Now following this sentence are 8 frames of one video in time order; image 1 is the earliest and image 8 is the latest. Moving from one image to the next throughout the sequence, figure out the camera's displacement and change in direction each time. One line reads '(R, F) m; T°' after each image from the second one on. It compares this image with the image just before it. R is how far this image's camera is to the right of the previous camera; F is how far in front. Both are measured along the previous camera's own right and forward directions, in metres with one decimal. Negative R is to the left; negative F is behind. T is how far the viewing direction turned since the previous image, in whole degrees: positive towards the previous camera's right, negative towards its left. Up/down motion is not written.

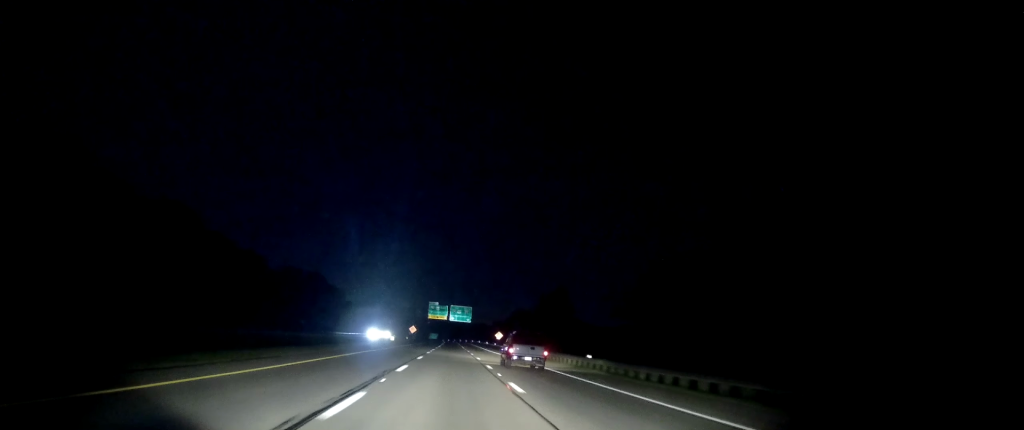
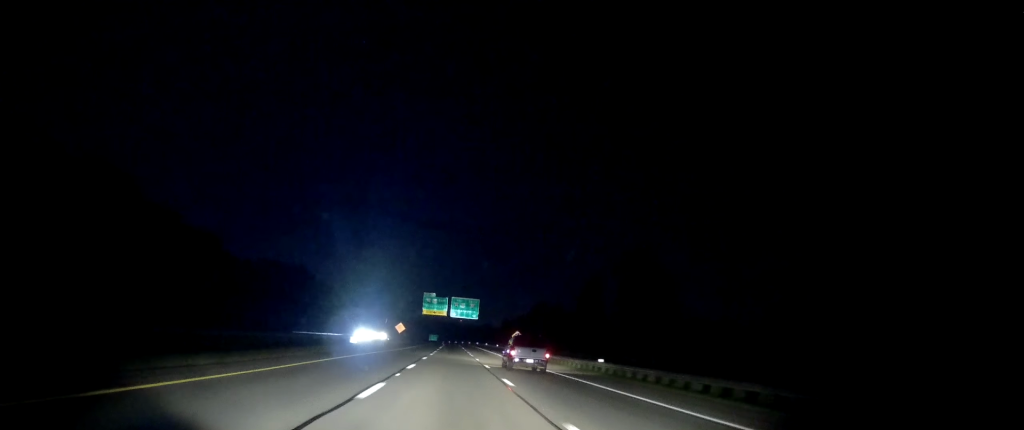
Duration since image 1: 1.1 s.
(+0.2, +33.4) m; -1°
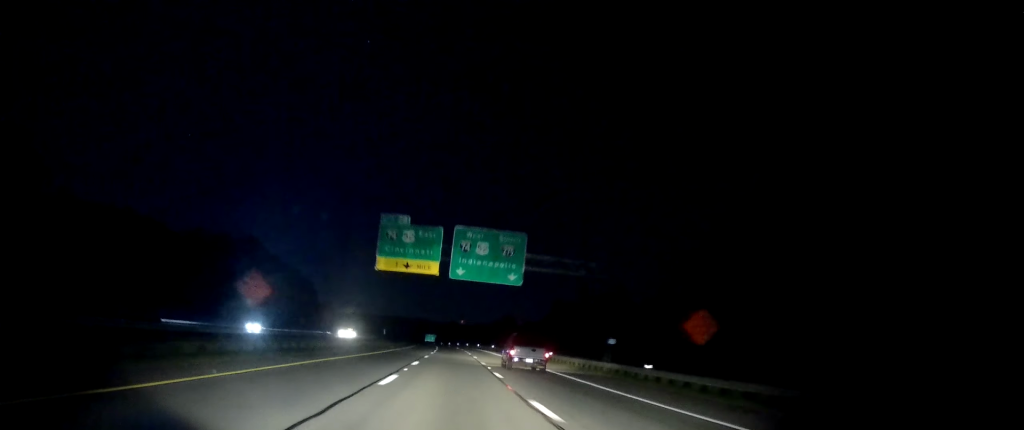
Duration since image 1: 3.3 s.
(-0.4, +69.7) m; 0°
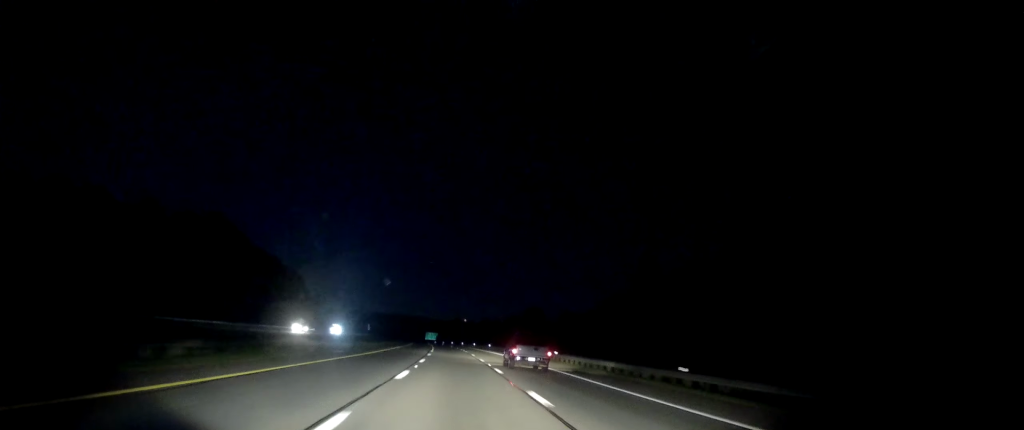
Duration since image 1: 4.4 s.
(-0.4, +34.5) m; -1°
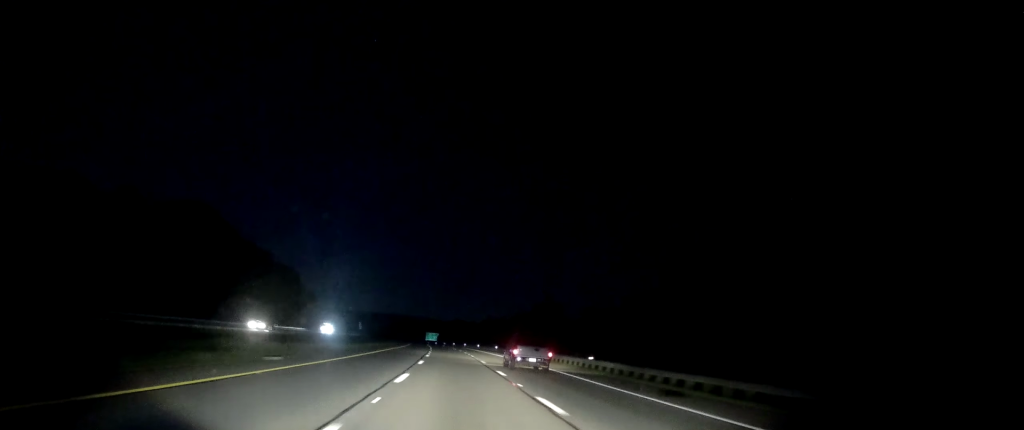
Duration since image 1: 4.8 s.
(0.0, +13.5) m; 0°
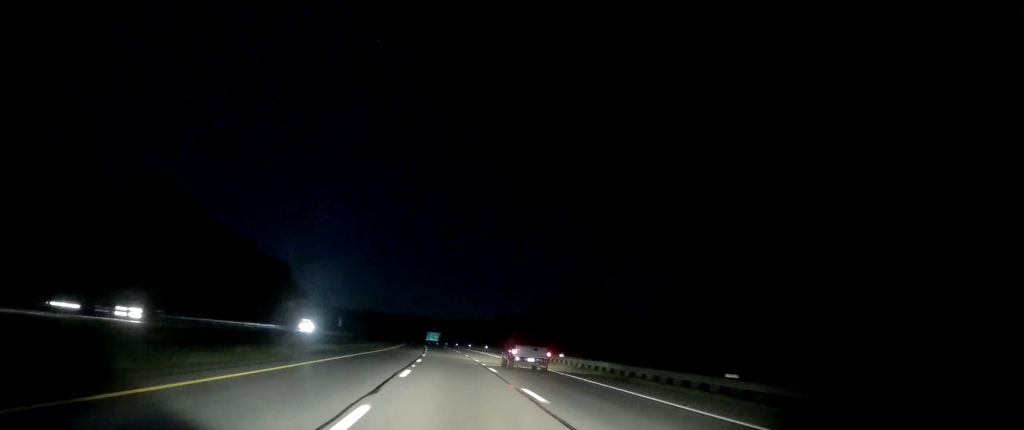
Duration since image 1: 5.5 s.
(0.0, +21.8) m; 0°
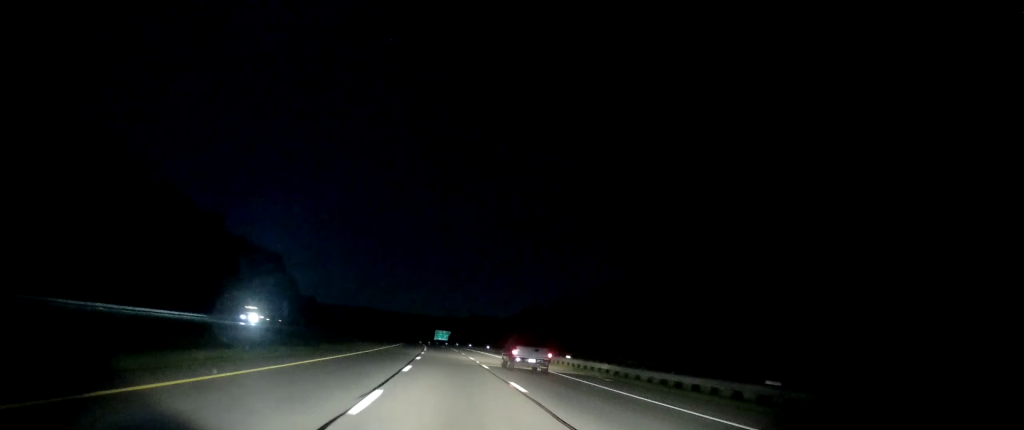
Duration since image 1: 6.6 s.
(-0.3, +33.1) m; 0°
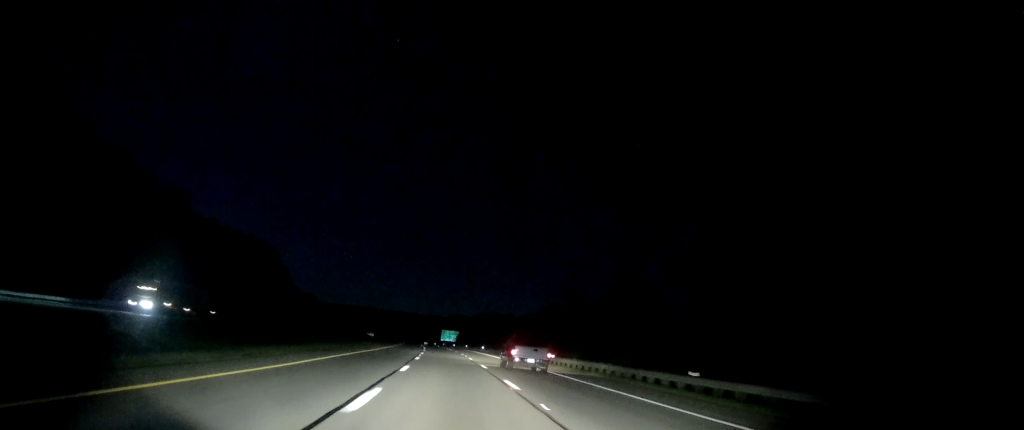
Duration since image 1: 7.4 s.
(+0.3, +23.9) m; 0°
